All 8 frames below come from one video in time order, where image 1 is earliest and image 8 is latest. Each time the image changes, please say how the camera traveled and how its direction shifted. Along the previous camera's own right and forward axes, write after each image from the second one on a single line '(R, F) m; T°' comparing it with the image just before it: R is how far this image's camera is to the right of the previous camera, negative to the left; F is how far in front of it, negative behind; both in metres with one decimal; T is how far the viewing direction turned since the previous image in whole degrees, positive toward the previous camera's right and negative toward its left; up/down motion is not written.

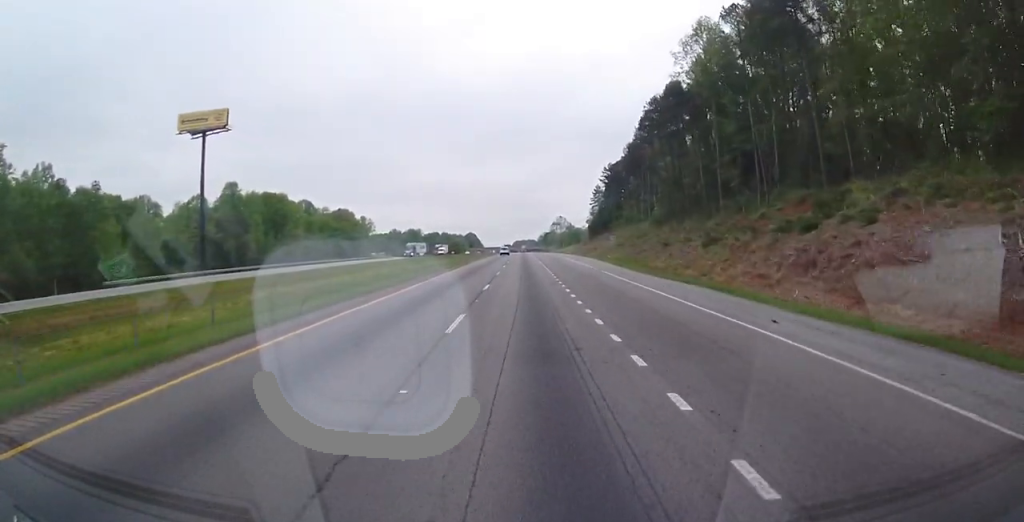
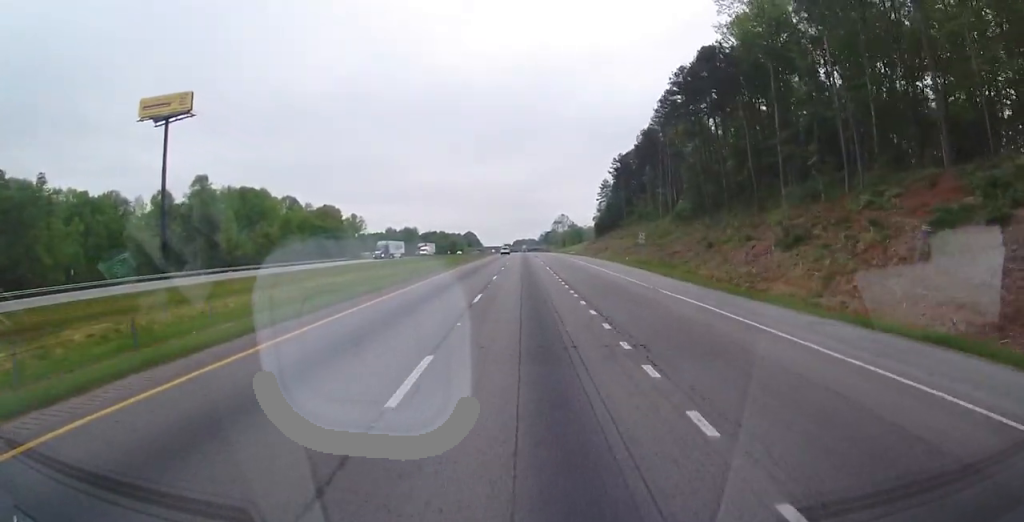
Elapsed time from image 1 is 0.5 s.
(-0.4, +17.9) m; 0°
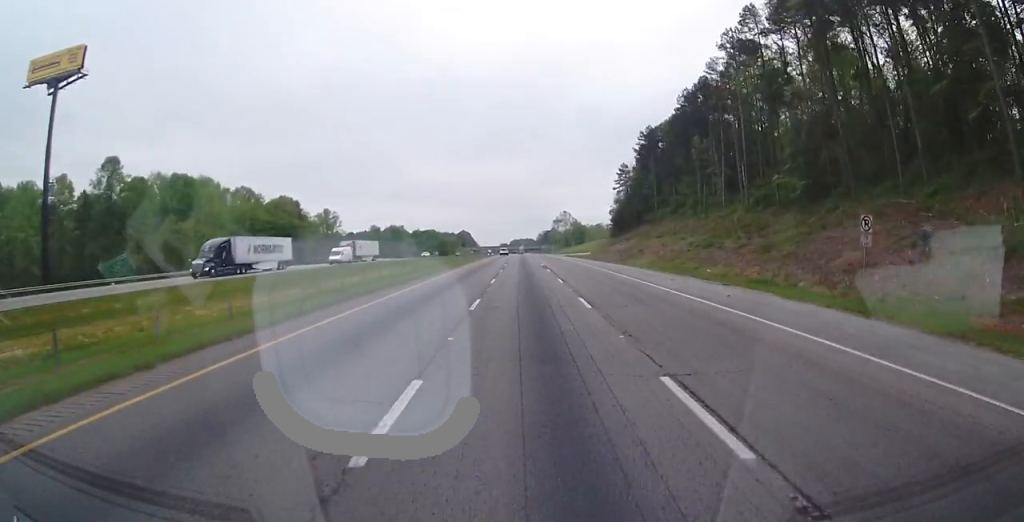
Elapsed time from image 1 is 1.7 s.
(+0.1, +38.7) m; 0°
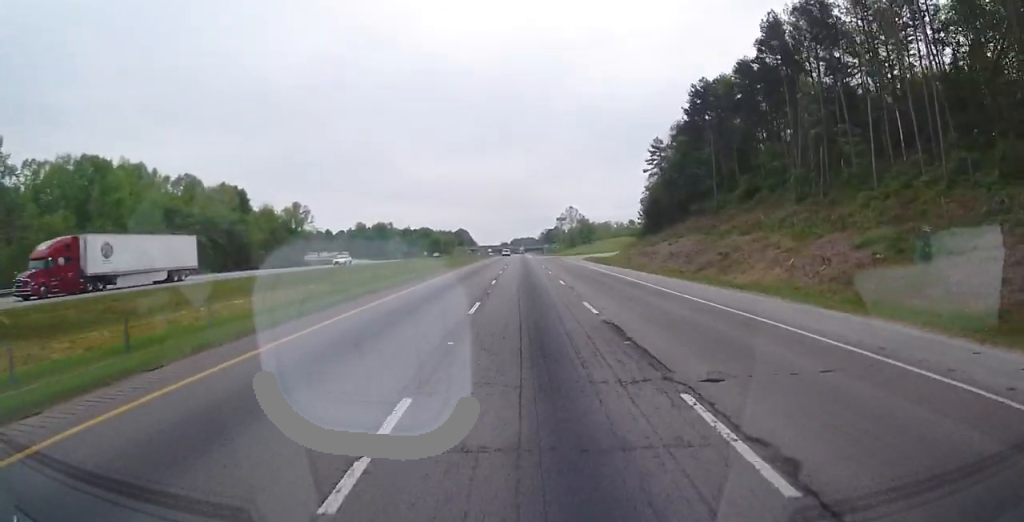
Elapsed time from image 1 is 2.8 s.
(+0.1, +37.1) m; -1°
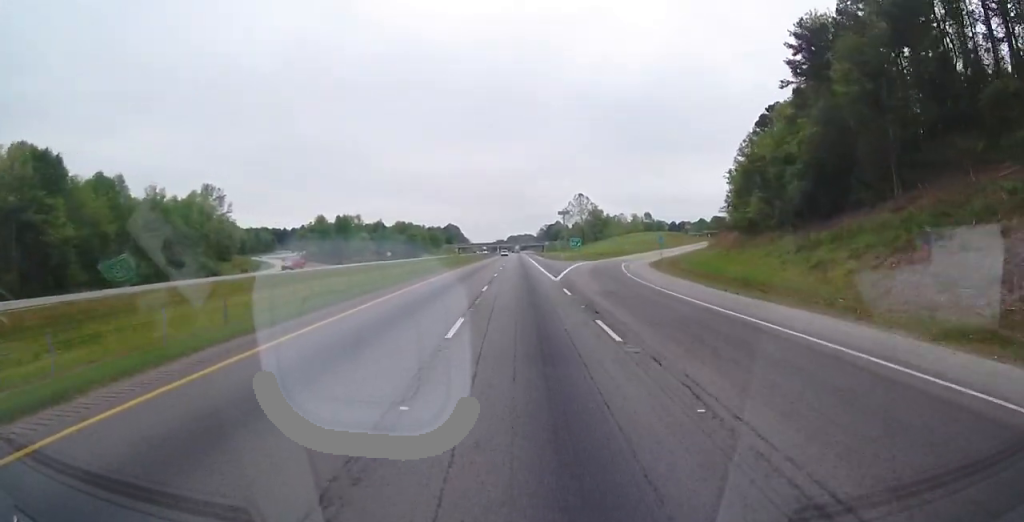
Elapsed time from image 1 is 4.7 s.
(-0.9, +64.7) m; 0°
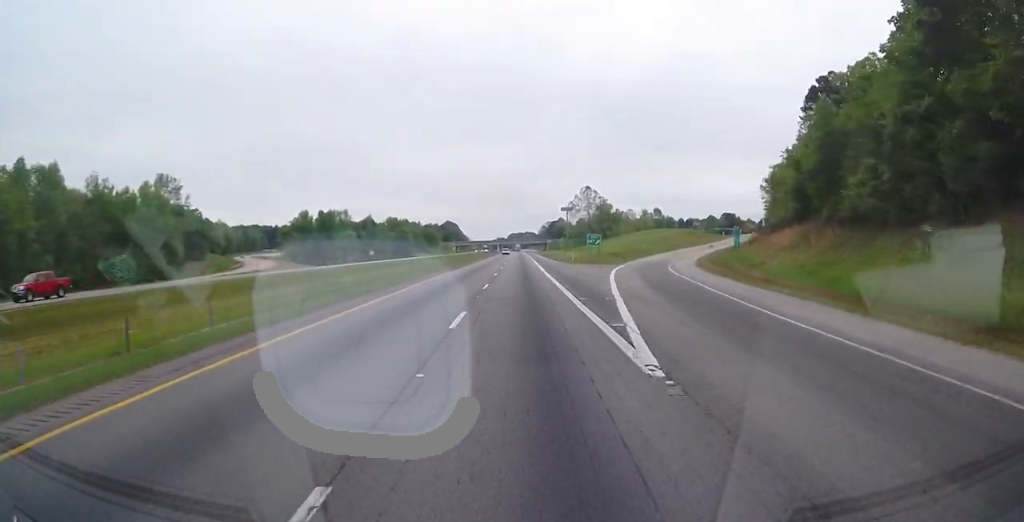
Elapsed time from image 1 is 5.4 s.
(+0.3, +23.1) m; 0°
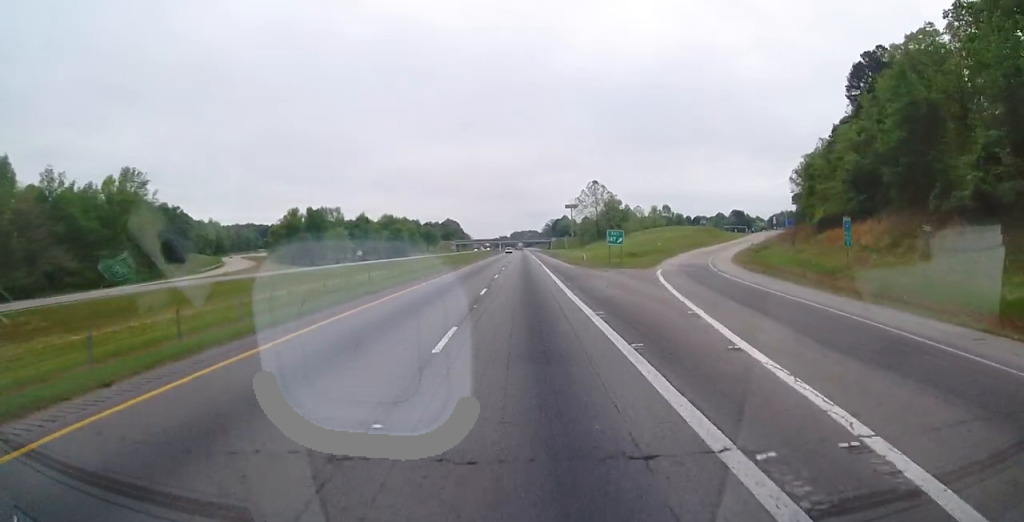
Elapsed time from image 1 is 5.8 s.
(+0.3, +15.3) m; 0°
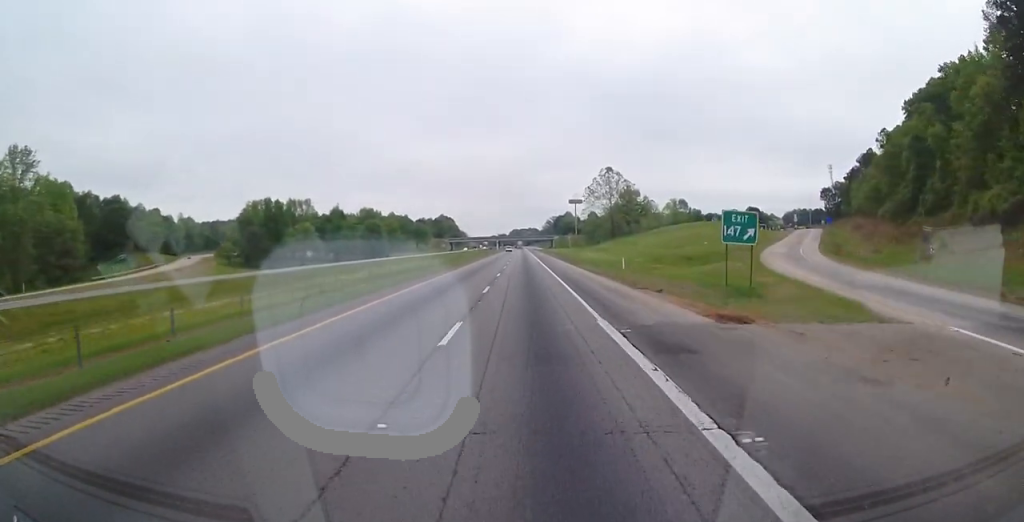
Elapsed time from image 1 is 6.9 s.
(-0.4, +35.6) m; -1°
